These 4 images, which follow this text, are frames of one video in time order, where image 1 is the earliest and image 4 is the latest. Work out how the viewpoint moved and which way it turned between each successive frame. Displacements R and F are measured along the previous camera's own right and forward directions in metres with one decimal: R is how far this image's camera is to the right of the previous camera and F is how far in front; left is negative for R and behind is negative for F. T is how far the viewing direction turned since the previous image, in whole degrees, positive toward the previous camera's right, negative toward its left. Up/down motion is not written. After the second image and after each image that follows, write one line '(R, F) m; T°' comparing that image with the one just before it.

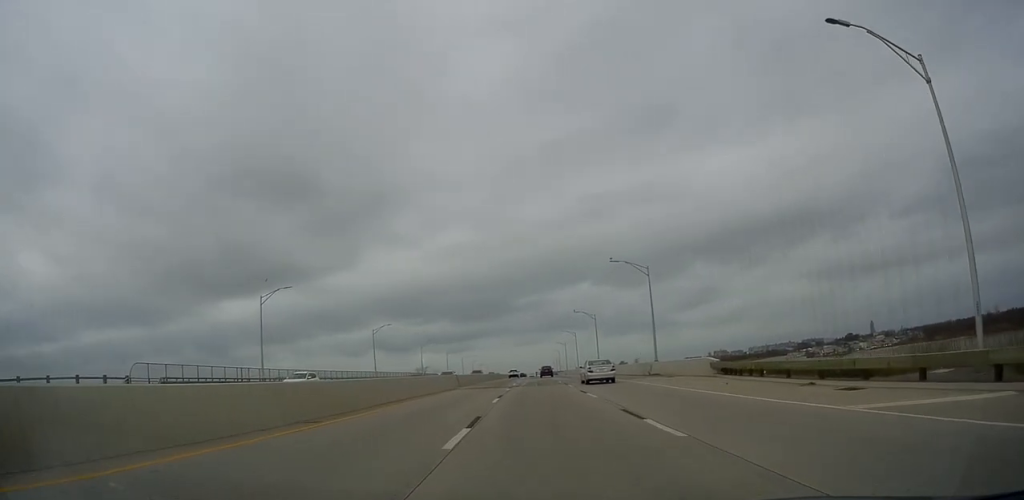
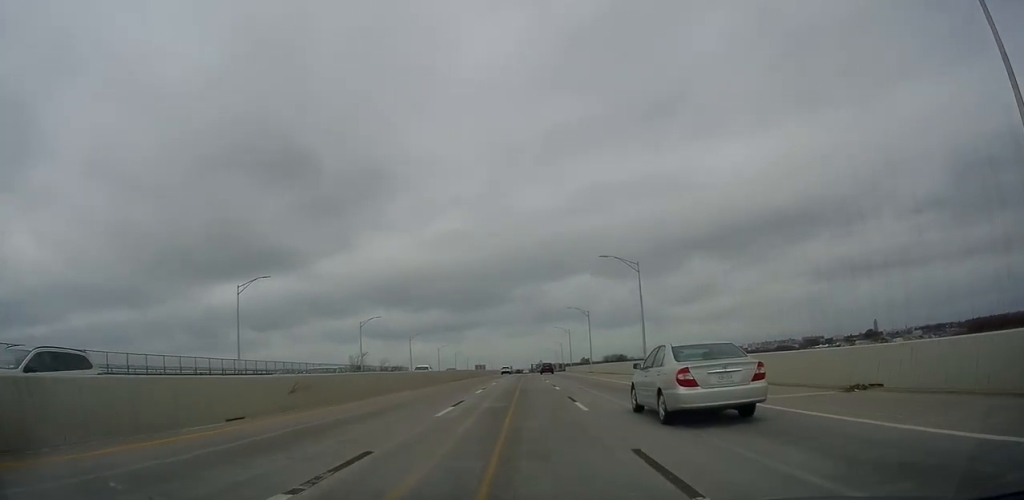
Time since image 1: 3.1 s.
(+6.9, +81.5) m; +6°
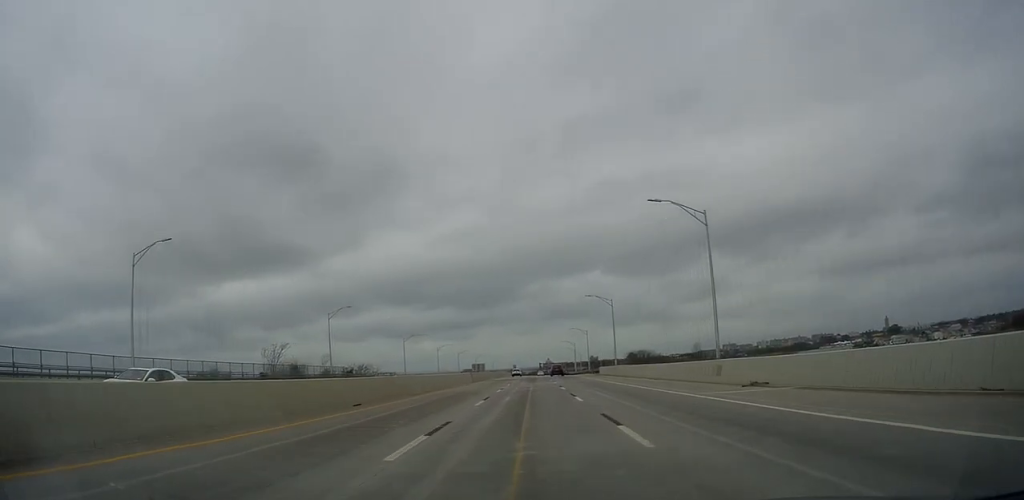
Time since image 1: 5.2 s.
(-1.6, +56.6) m; -2°
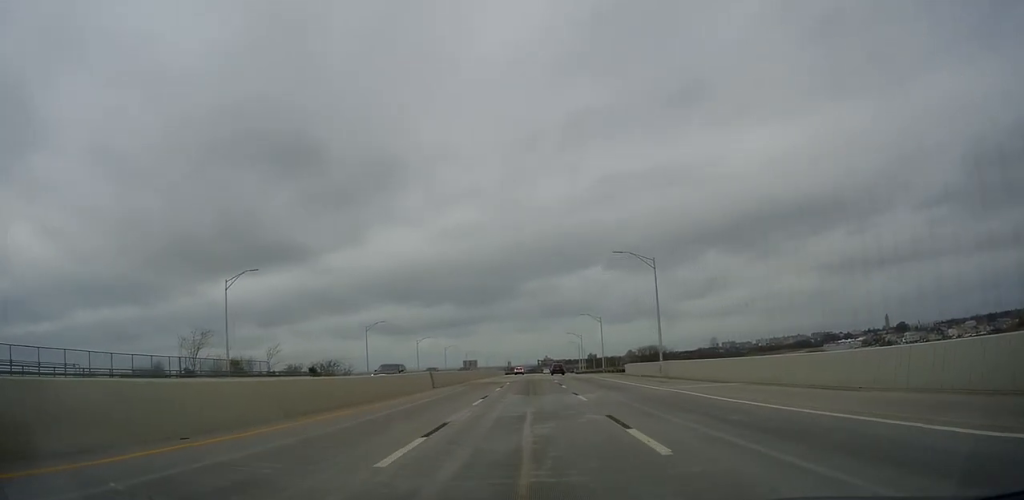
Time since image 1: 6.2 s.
(0.0, +25.8) m; +1°
